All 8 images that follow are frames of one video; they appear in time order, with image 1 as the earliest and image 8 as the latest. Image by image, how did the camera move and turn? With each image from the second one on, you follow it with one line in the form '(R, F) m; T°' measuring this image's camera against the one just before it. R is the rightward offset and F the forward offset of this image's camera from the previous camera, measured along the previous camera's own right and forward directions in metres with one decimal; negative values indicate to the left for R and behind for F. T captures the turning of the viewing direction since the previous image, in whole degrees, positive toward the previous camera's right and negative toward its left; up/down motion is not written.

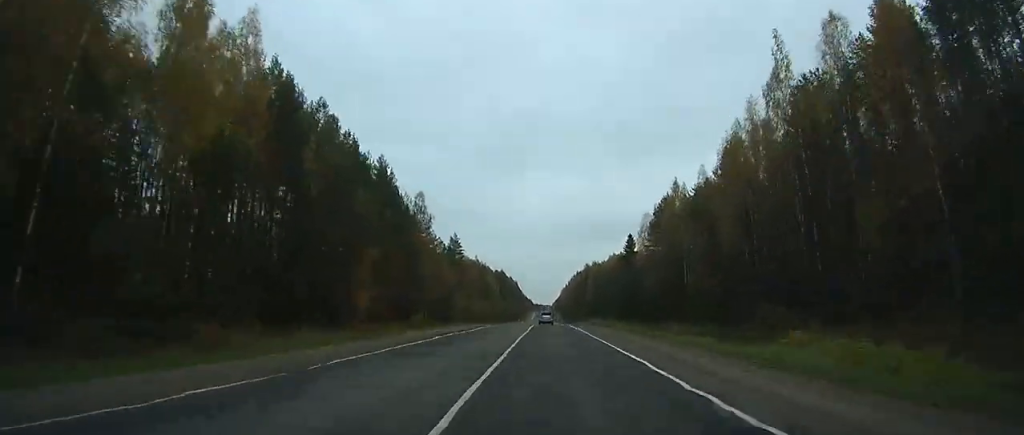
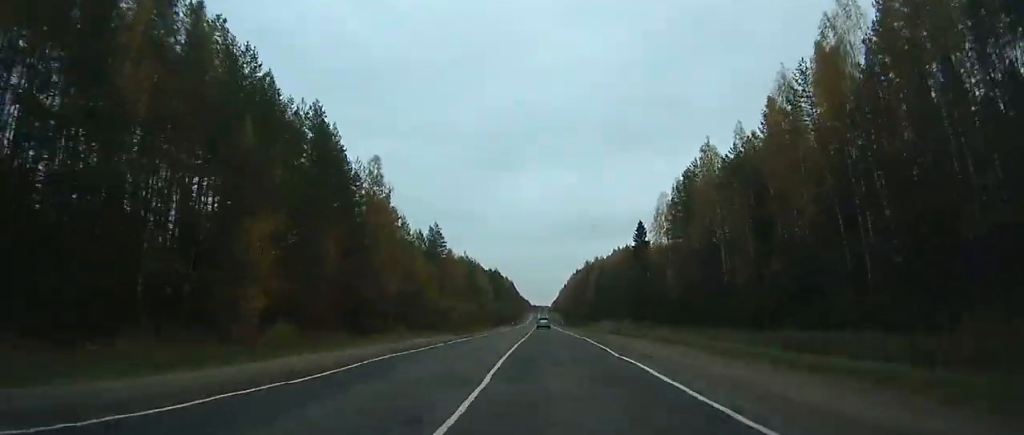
(+0.1, +24.4) m; 0°
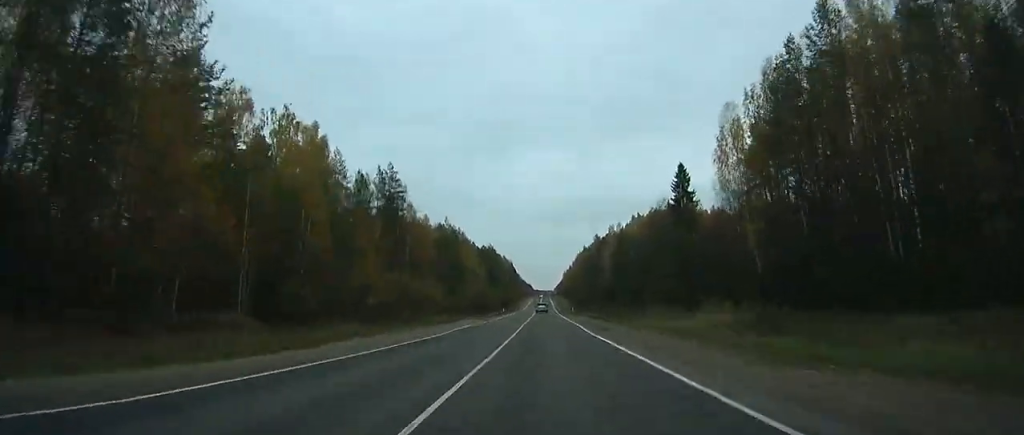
(0.0, +43.9) m; 0°
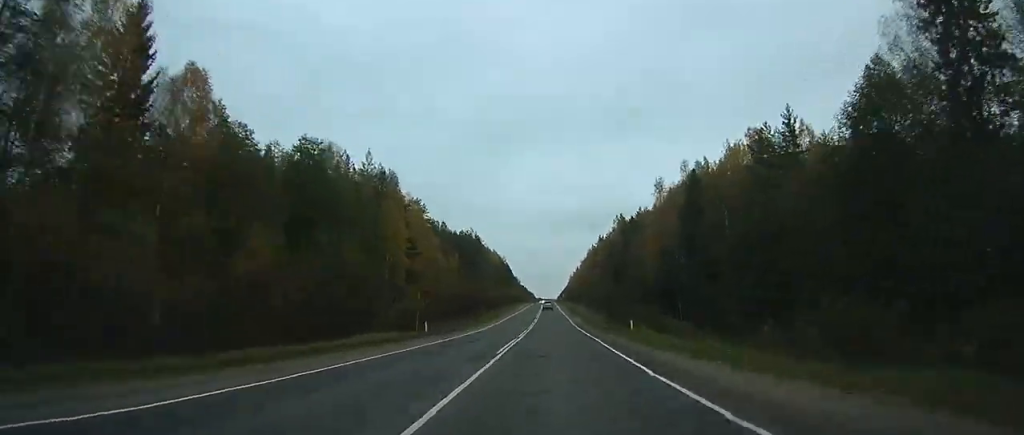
(-0.4, +78.6) m; -3°
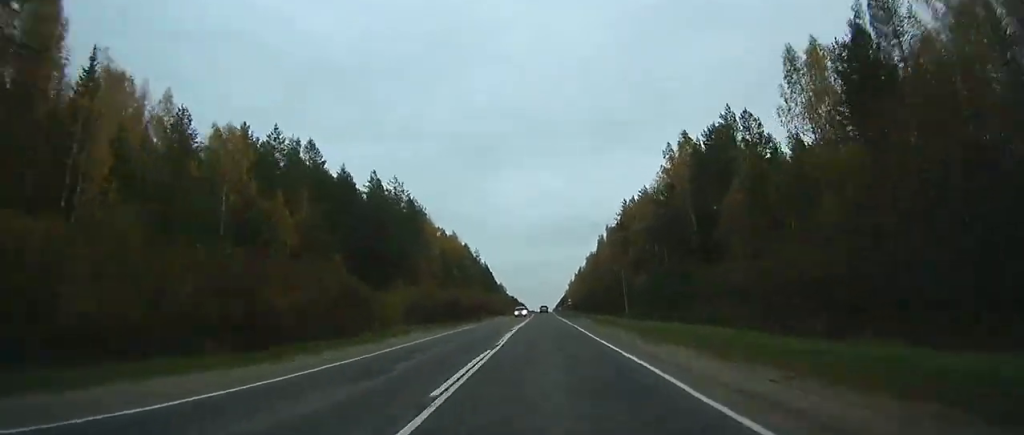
(+1.5, +96.5) m; +5°
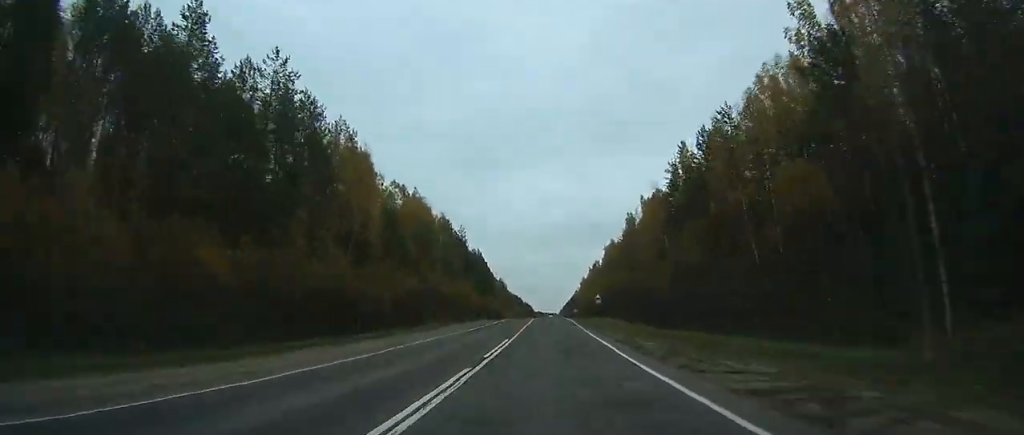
(+2.1, +52.4) m; +1°
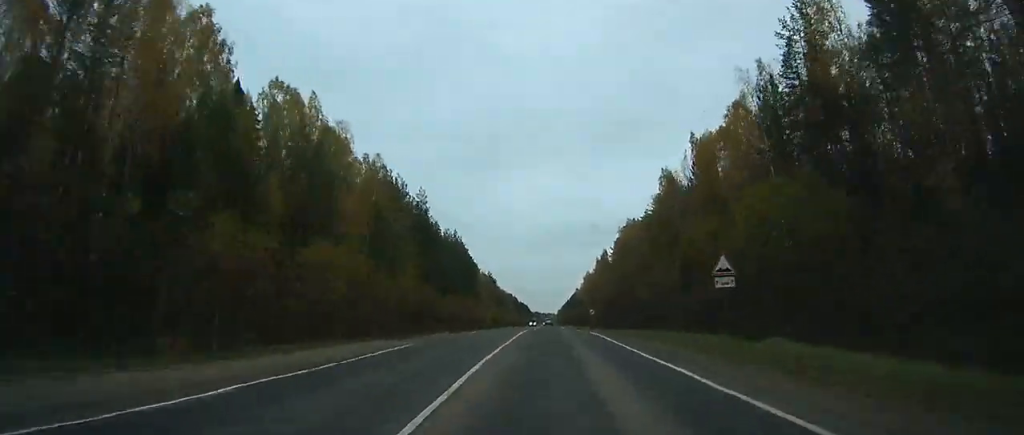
(-1.6, +45.8) m; -2°
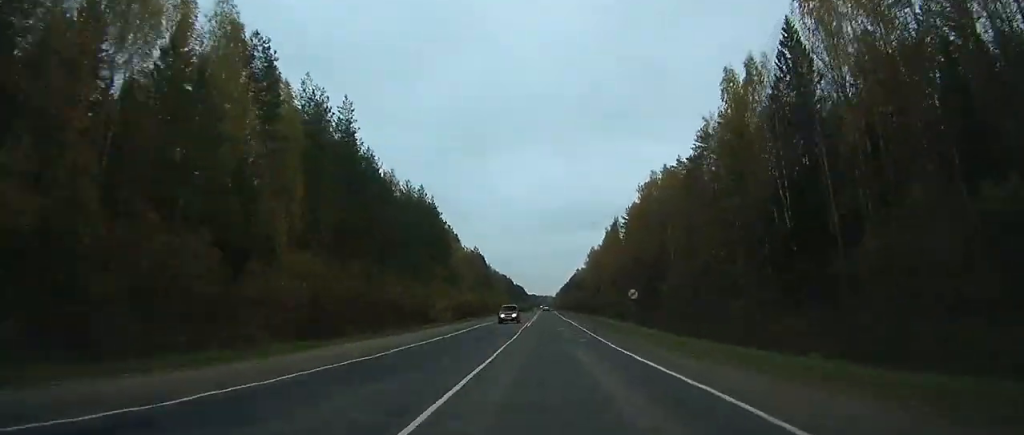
(-0.1, +38.3) m; 0°
